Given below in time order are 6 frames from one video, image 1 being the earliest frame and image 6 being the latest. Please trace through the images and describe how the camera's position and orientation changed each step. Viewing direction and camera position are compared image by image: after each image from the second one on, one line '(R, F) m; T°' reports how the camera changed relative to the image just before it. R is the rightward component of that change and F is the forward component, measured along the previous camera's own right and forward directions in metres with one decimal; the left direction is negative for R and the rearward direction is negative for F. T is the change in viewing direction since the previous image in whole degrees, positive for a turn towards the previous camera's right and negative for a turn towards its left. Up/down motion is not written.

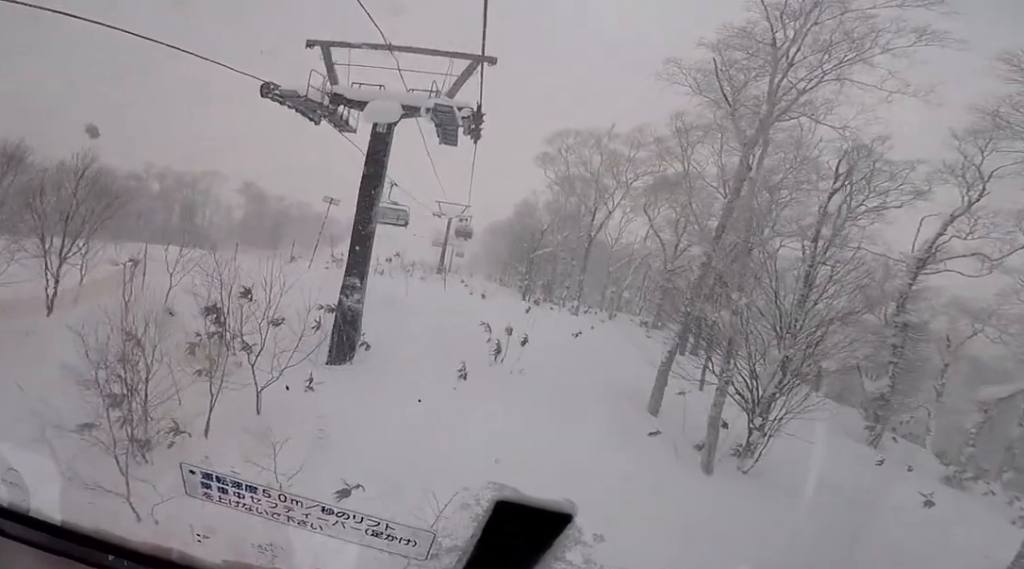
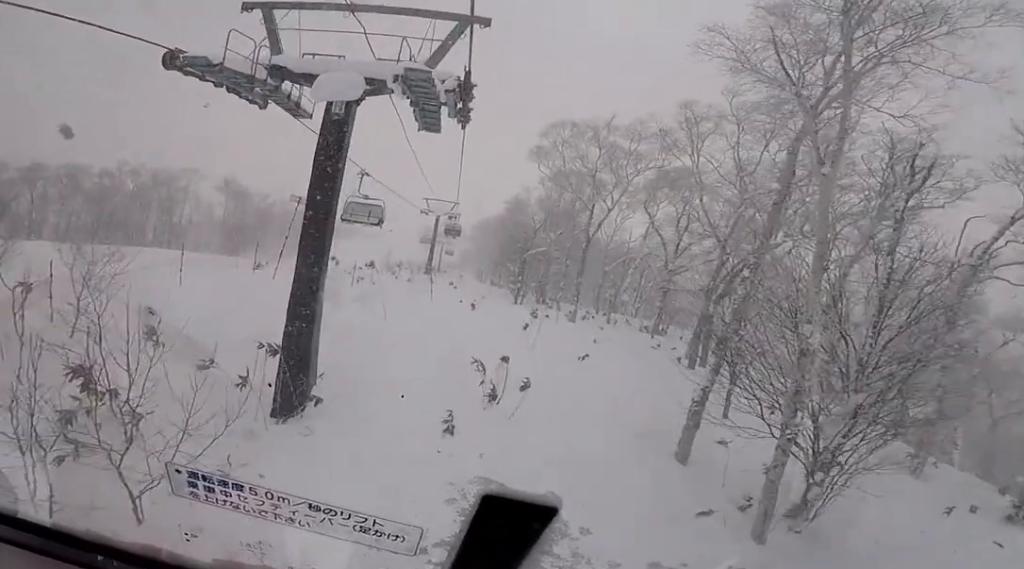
(-0.1, +3.0) m; +6°
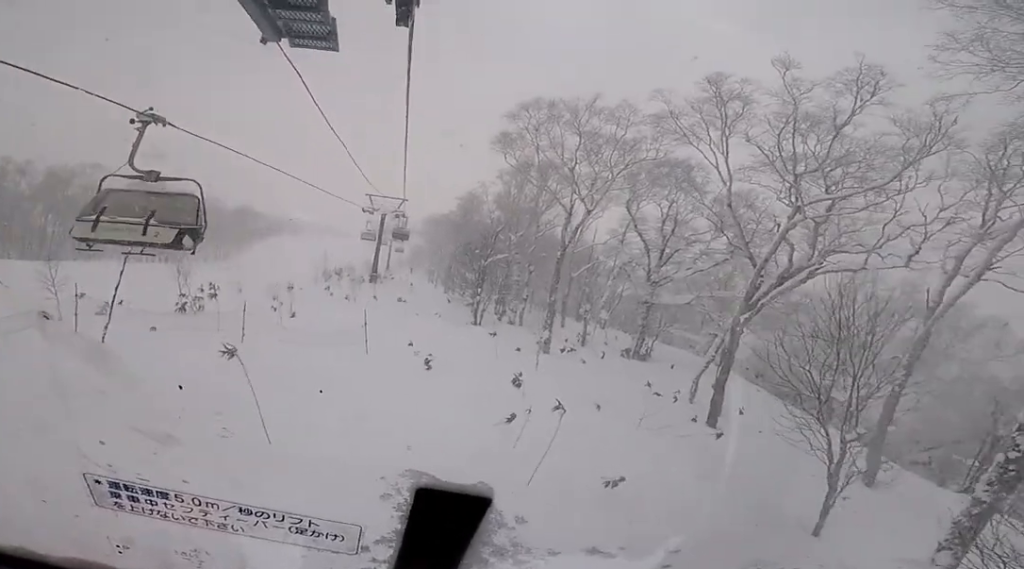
(+0.3, +7.7) m; -4°
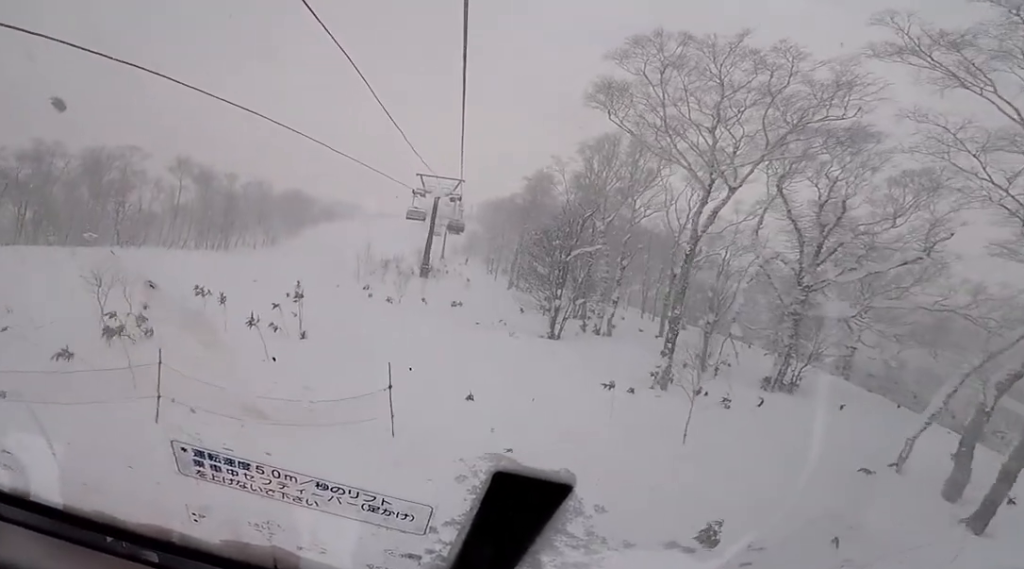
(+0.1, +7.9) m; +5°
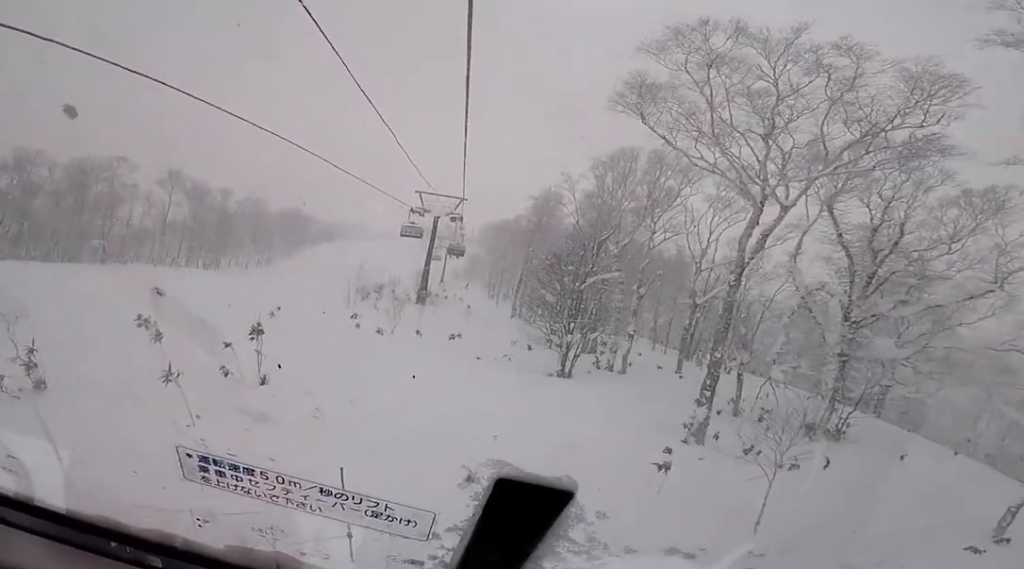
(+0.2, +3.4) m; -2°
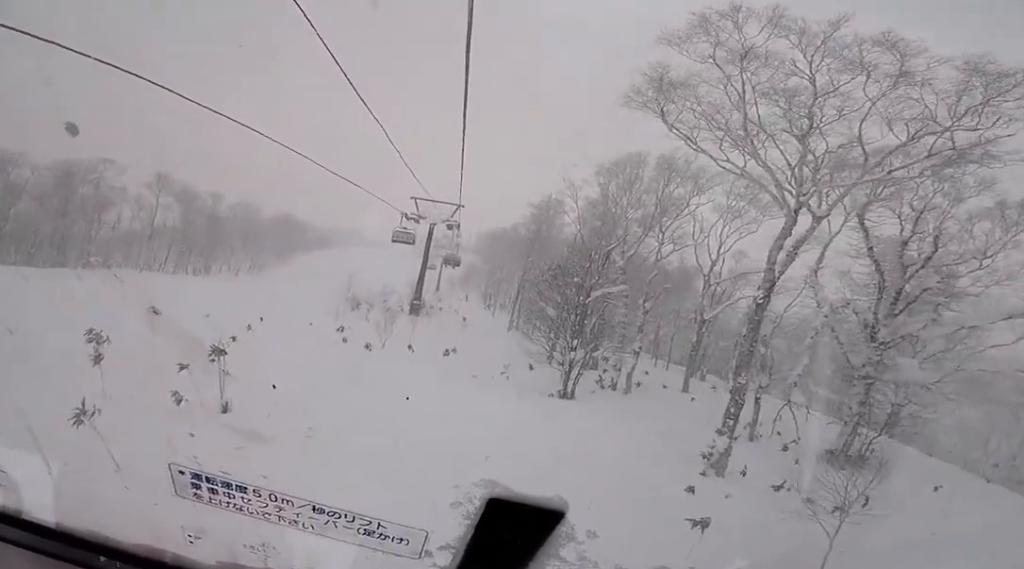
(-0.2, +1.9) m; -4°
